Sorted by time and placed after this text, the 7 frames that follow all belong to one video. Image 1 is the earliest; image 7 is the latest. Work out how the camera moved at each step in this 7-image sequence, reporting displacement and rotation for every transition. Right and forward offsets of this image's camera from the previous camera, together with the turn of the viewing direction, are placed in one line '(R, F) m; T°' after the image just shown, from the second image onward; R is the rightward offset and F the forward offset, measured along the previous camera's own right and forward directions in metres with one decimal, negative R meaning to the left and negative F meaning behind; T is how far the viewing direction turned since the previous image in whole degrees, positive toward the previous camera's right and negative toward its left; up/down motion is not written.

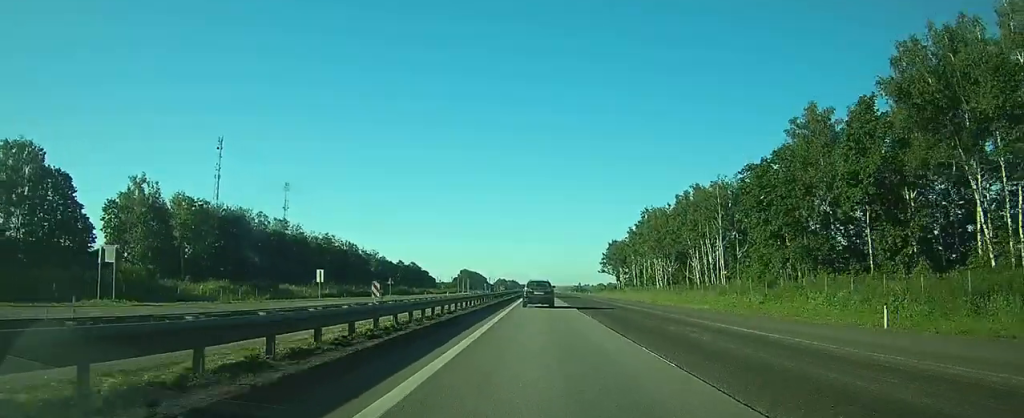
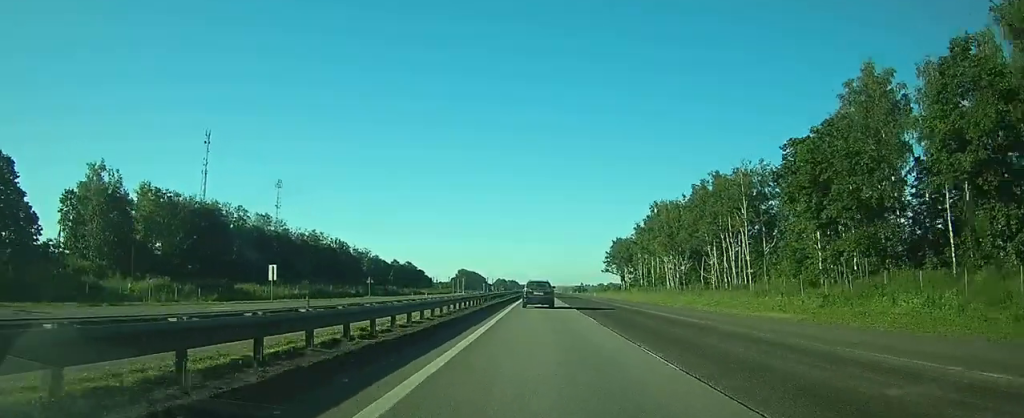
(0.0, +12.3) m; 0°
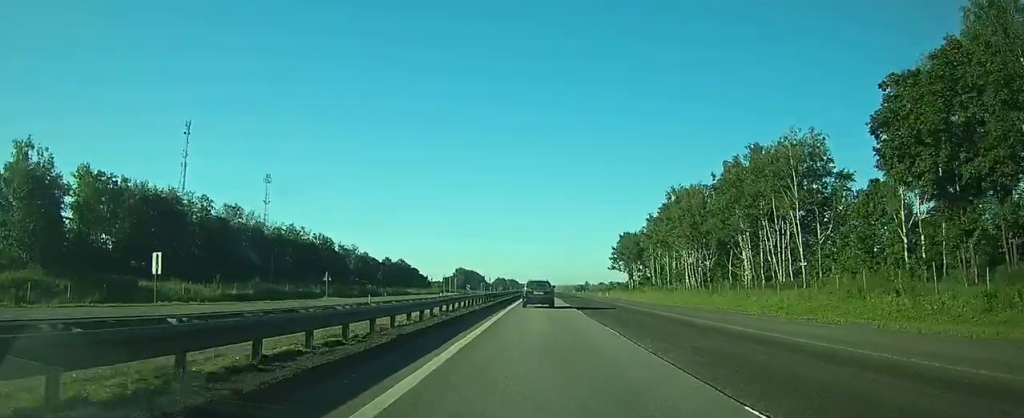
(0.0, +17.9) m; 0°
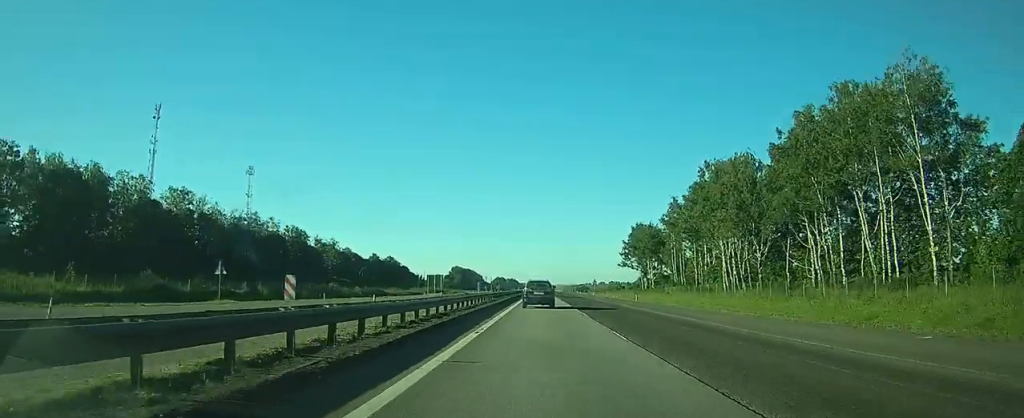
(0.0, +24.6) m; 0°
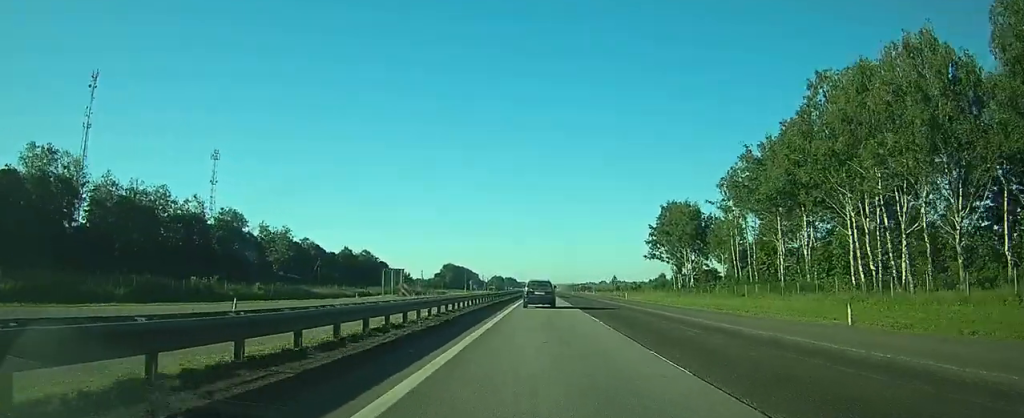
(0.0, +41.7) m; 0°
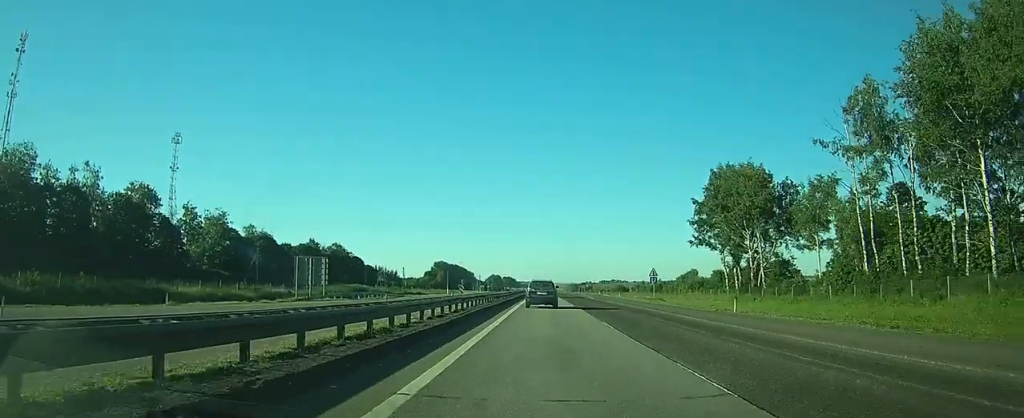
(0.0, +38.1) m; 0°
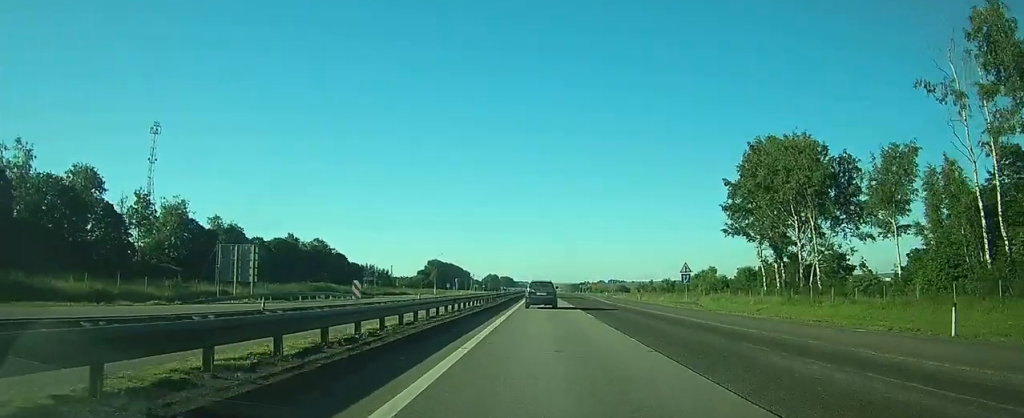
(0.0, +17.1) m; 0°
